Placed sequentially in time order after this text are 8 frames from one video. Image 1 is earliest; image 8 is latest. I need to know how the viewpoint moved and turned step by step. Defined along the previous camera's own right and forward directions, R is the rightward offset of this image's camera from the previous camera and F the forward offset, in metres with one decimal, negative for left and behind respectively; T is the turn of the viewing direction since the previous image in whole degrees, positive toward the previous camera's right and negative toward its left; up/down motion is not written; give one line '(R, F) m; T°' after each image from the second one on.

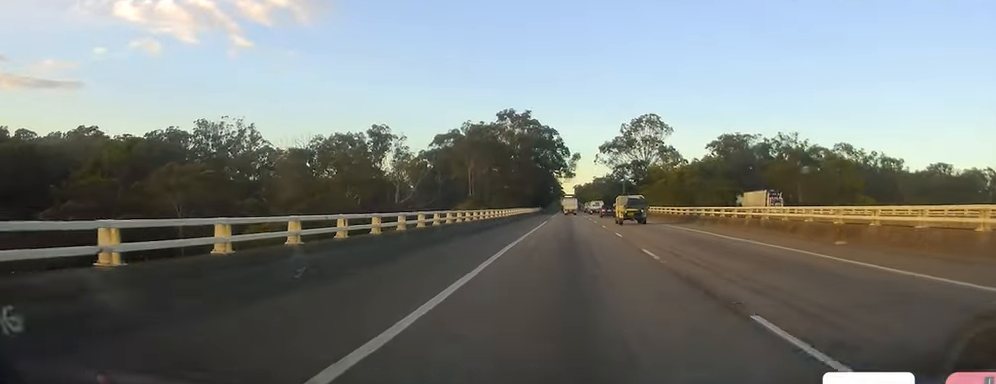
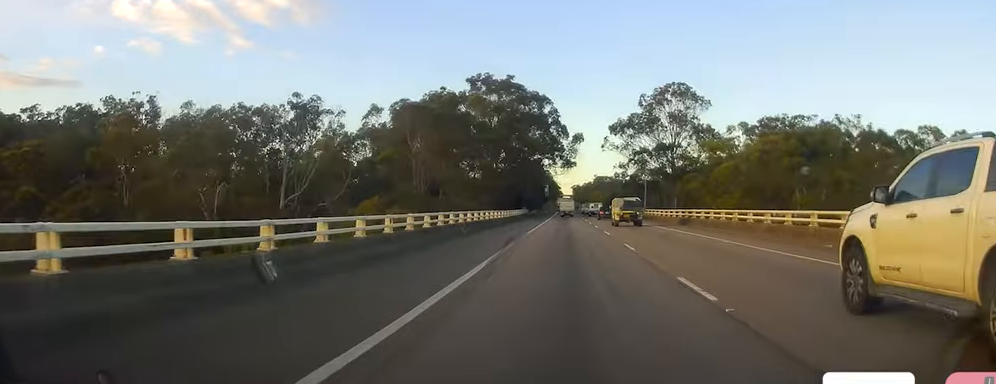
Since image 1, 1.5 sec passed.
(-1.1, +43.0) m; -1°
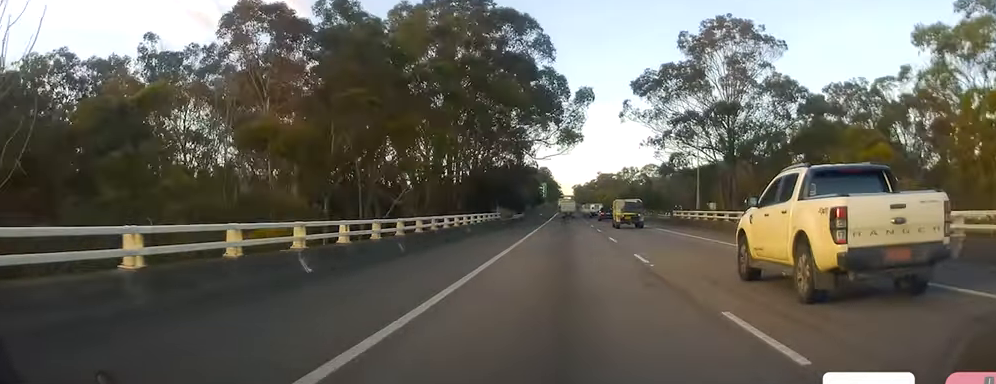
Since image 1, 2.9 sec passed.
(+1.4, +40.2) m; +1°
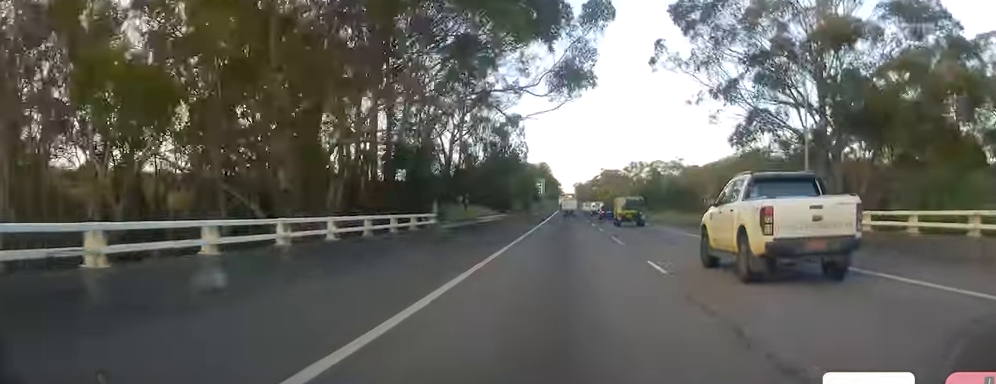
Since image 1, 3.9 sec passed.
(-0.6, +27.8) m; -1°
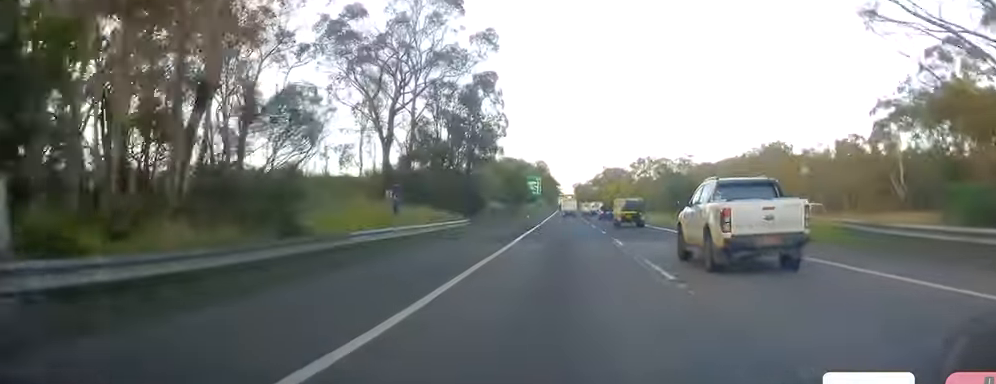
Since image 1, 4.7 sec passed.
(+0.2, +24.9) m; 0°
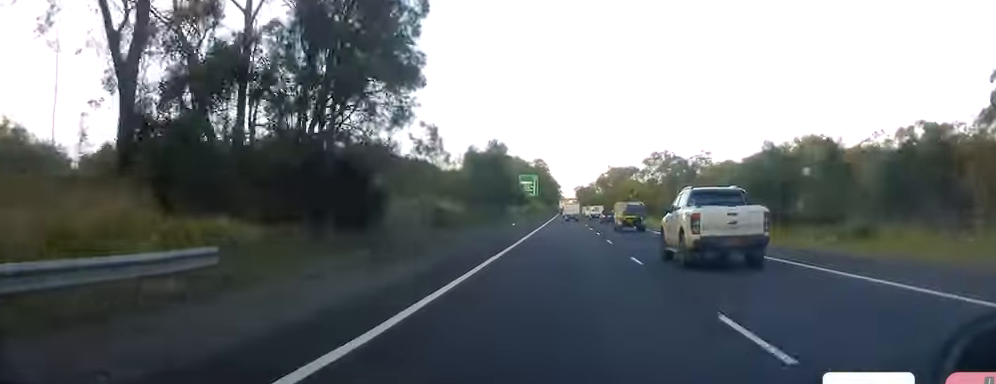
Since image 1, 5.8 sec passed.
(-0.2, +30.6) m; 0°
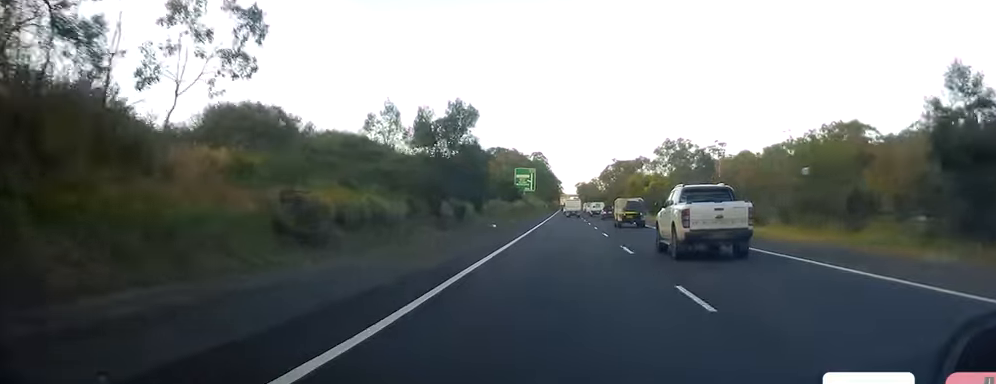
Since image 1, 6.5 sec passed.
(+0.2, +20.1) m; +1°
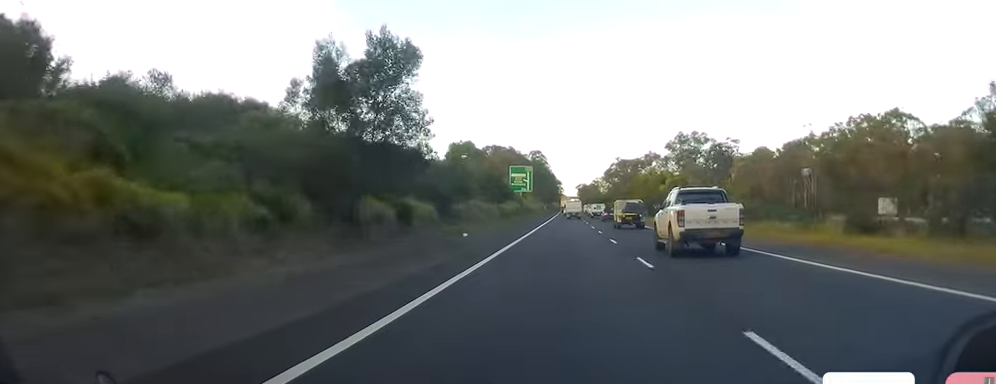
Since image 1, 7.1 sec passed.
(+0.1, +16.2) m; 0°
